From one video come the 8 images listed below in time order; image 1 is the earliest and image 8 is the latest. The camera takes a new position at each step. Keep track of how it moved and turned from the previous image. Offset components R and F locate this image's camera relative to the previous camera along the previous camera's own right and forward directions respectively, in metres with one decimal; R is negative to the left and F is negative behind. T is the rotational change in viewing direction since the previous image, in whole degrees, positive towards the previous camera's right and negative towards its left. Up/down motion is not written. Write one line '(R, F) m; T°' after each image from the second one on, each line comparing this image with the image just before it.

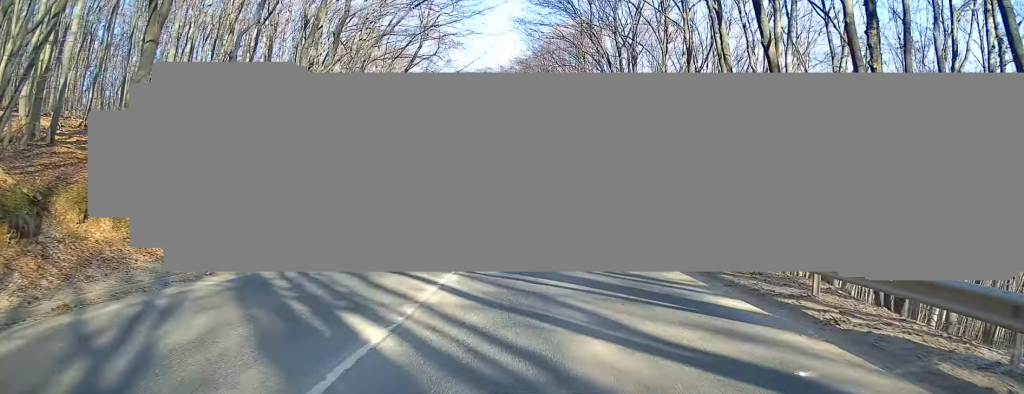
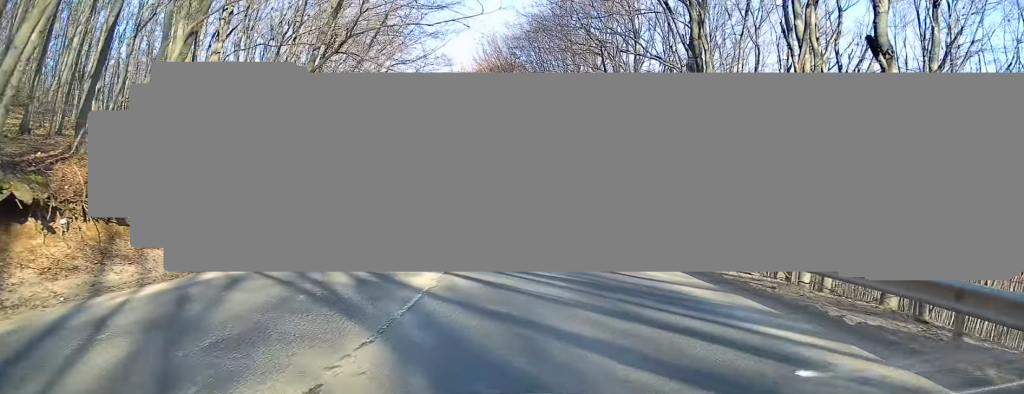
(0.0, +15.0) m; -1°
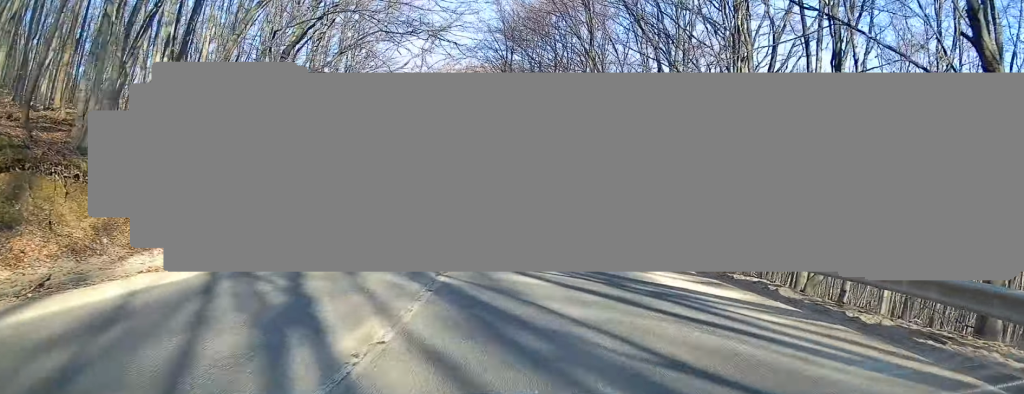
(-0.5, +21.6) m; -2°
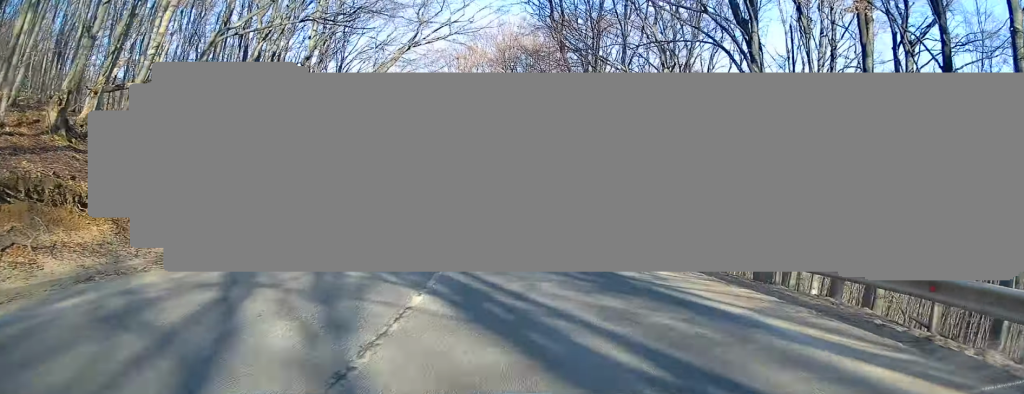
(-0.1, +16.4) m; -3°
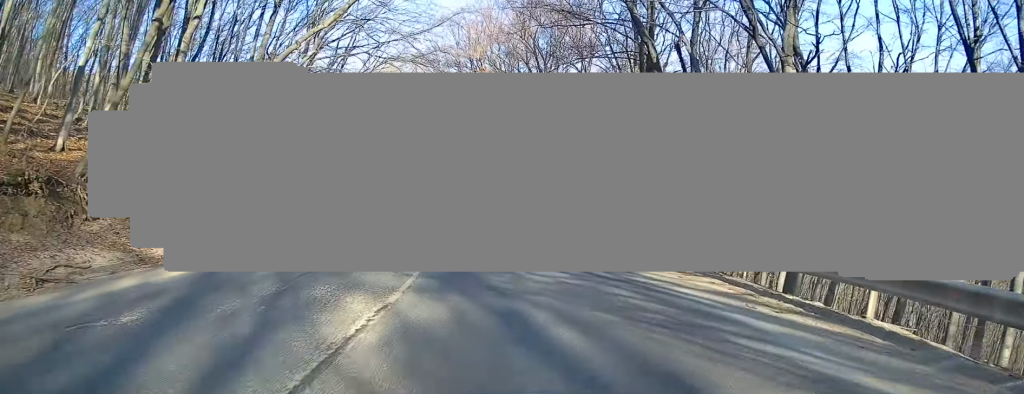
(-0.4, +10.8) m; -3°
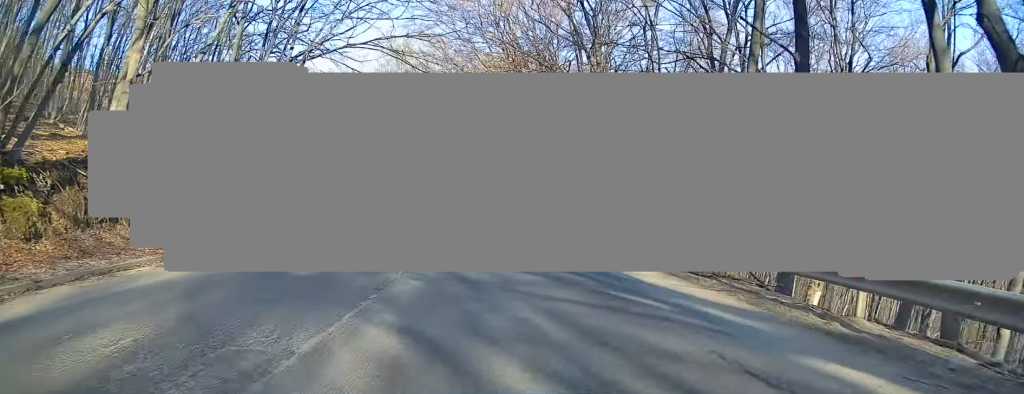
(-0.1, +11.8) m; -5°
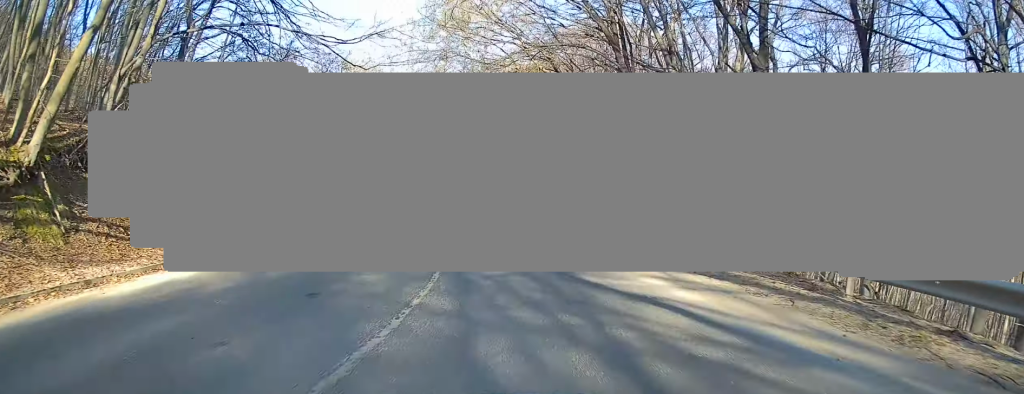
(-1.1, +14.2) m; -7°
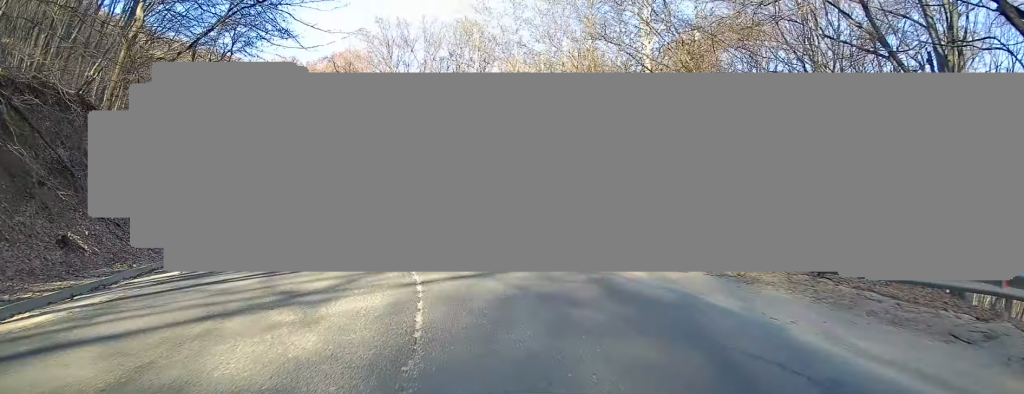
(-0.8, +17.6) m; -10°
